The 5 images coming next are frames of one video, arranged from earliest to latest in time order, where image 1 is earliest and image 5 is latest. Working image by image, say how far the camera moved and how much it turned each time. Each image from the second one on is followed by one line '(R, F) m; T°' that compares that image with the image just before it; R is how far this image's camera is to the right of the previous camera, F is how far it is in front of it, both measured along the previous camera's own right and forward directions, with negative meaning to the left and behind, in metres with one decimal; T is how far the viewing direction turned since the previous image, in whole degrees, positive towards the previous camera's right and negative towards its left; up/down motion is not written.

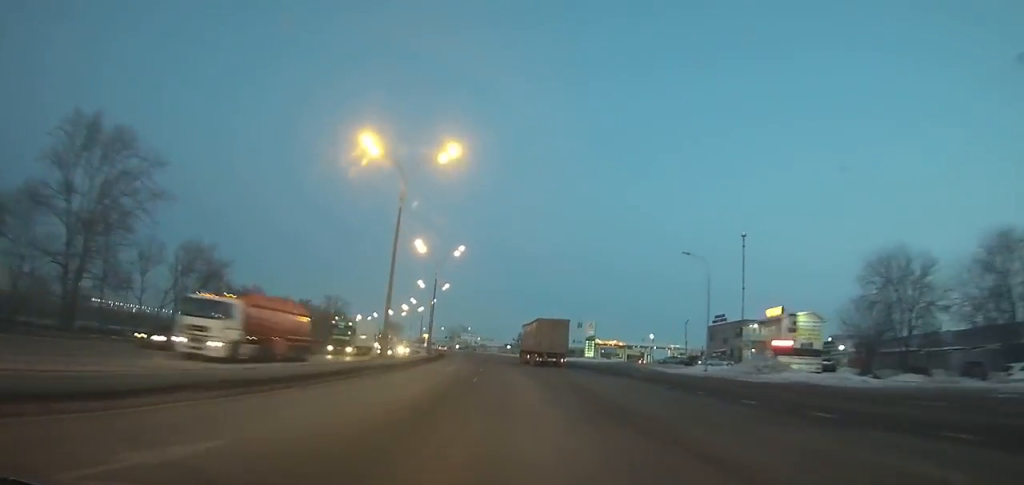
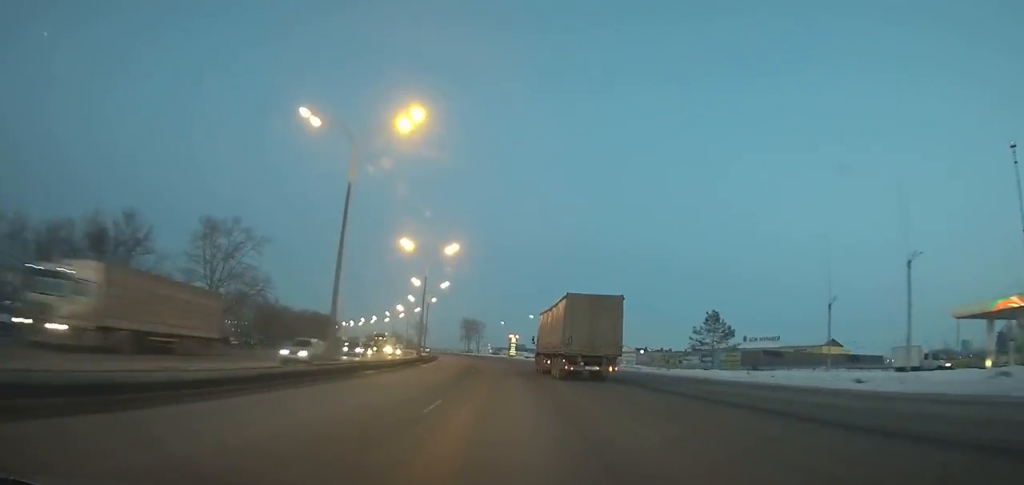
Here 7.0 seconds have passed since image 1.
(-11.6, +120.2) m; -12°
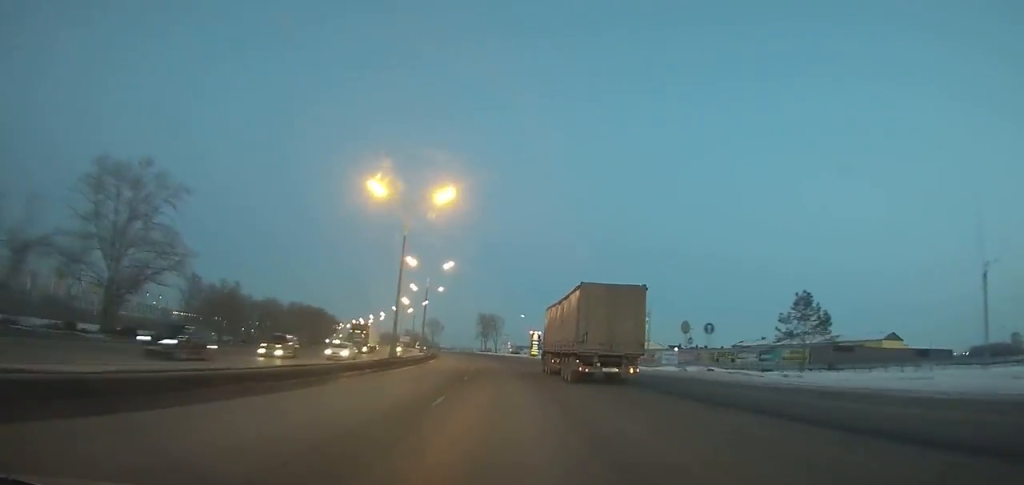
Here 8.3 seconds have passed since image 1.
(-0.4, +22.6) m; -3°
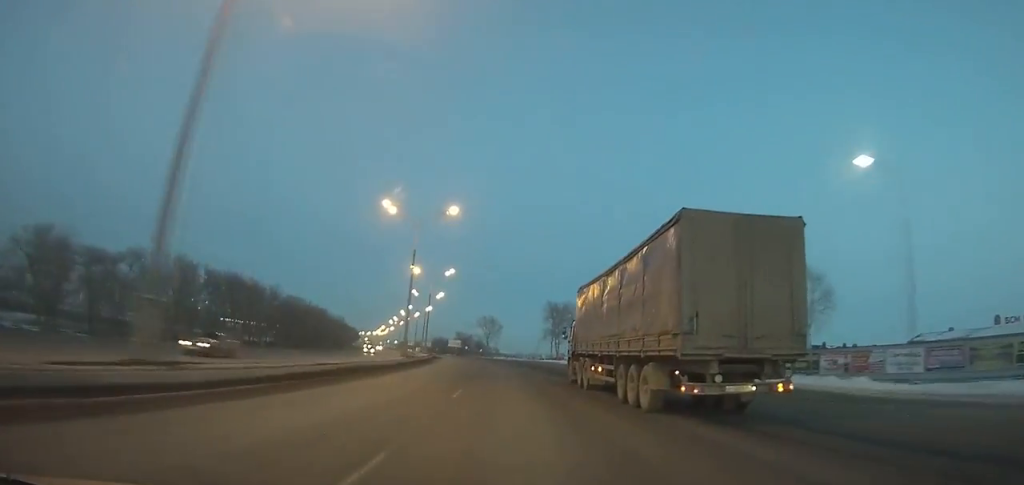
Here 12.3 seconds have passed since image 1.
(-4.4, +70.4) m; -7°
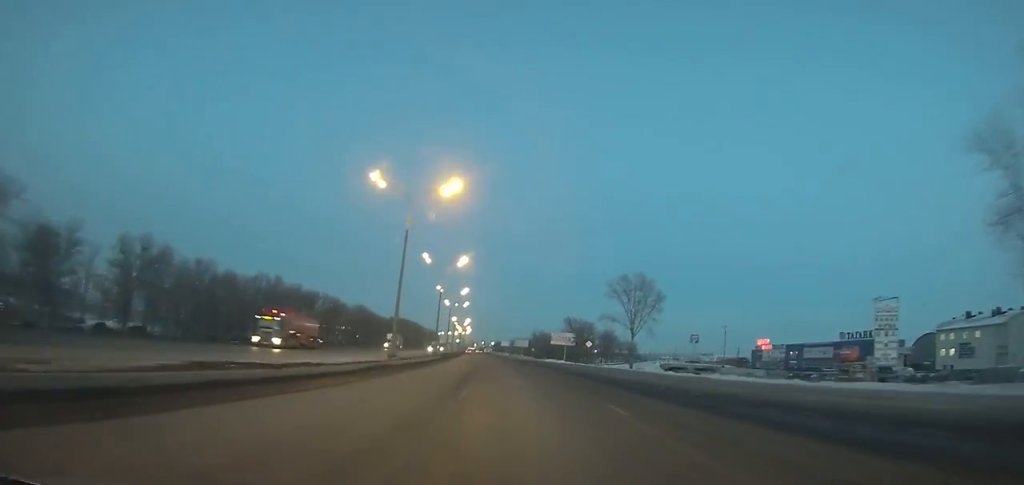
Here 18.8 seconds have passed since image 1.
(-10.0, +118.7) m; -9°
